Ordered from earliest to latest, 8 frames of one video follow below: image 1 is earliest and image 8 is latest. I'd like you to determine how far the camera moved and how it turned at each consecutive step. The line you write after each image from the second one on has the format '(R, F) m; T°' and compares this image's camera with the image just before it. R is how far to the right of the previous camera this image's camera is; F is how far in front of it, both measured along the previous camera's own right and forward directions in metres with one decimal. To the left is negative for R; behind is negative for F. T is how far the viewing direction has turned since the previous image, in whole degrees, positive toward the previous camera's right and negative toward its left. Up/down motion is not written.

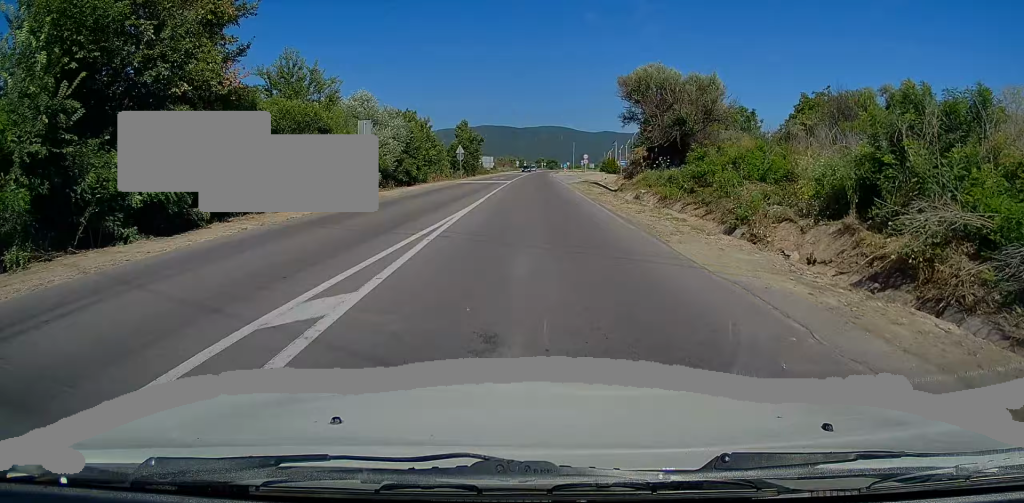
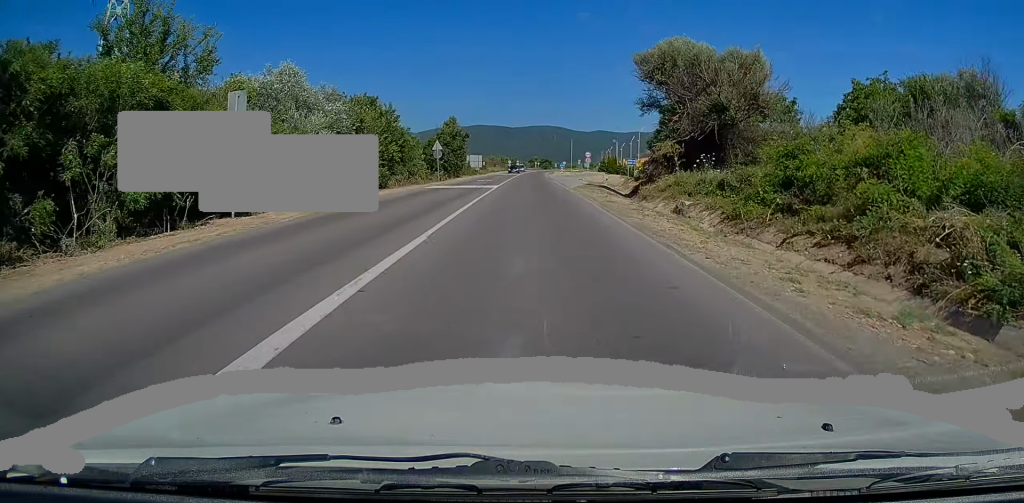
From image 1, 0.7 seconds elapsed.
(+0.1, +11.8) m; 0°
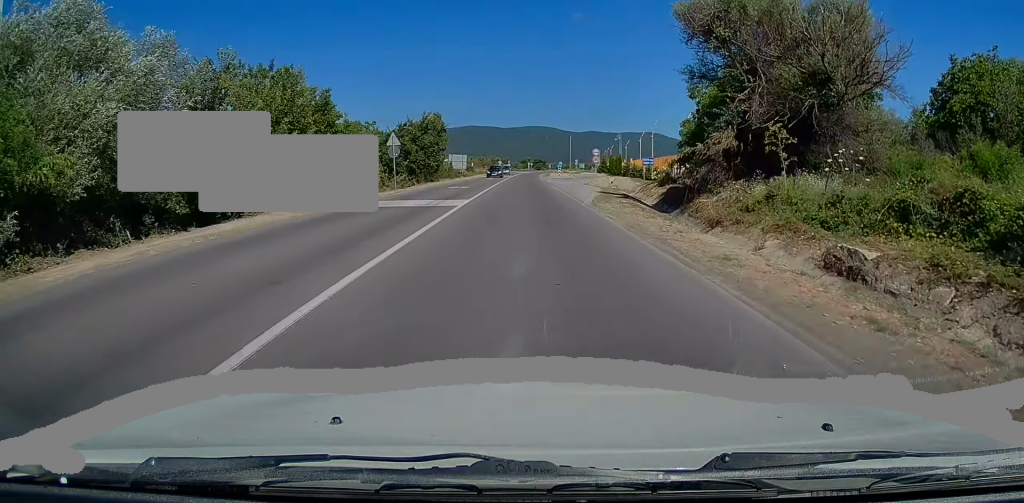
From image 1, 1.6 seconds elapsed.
(0.0, +14.6) m; 0°
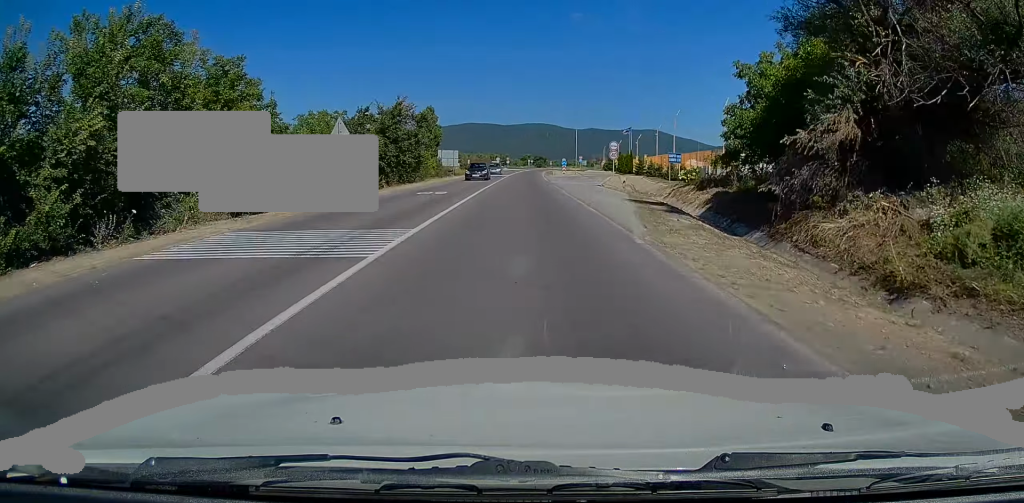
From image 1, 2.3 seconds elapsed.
(-0.1, +10.9) m; 0°
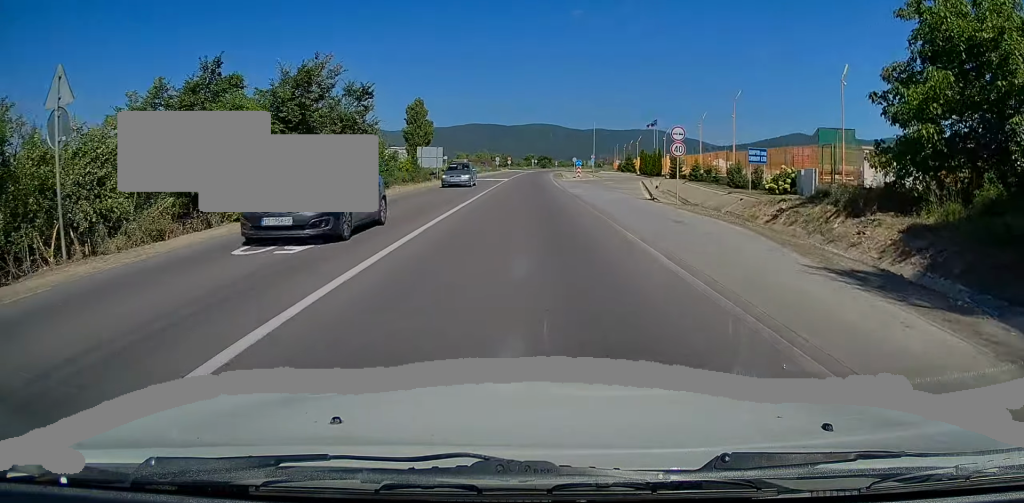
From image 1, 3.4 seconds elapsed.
(+0.2, +17.5) m; +1°
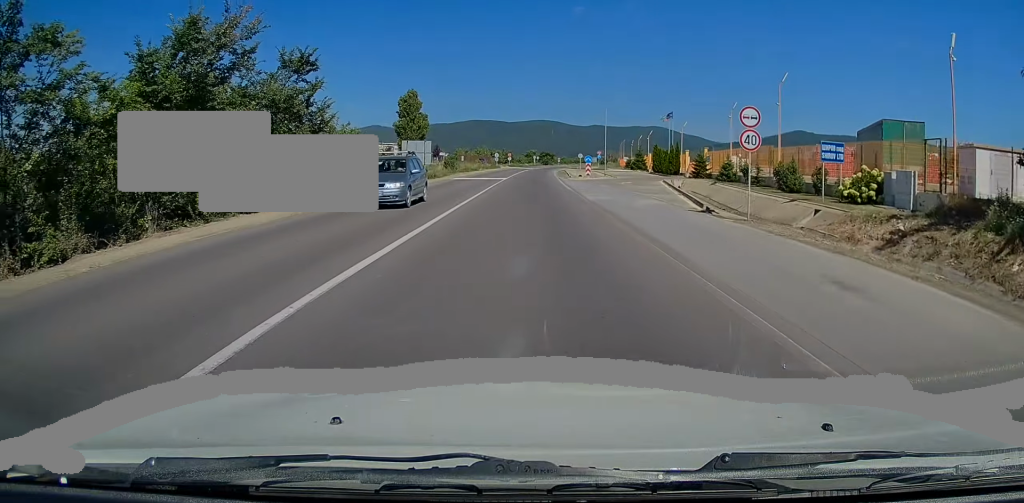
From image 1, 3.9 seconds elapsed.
(0.0, +8.3) m; 0°
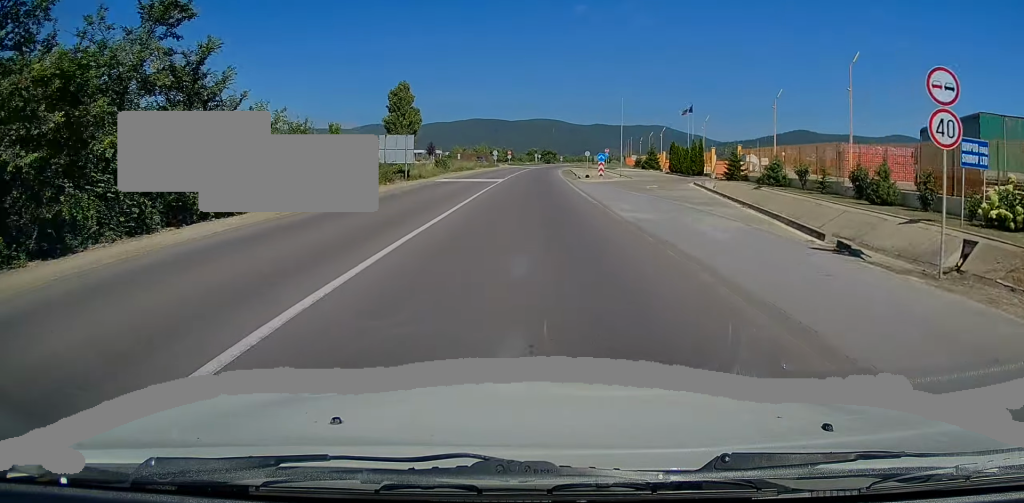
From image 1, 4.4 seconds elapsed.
(0.0, +8.8) m; 0°
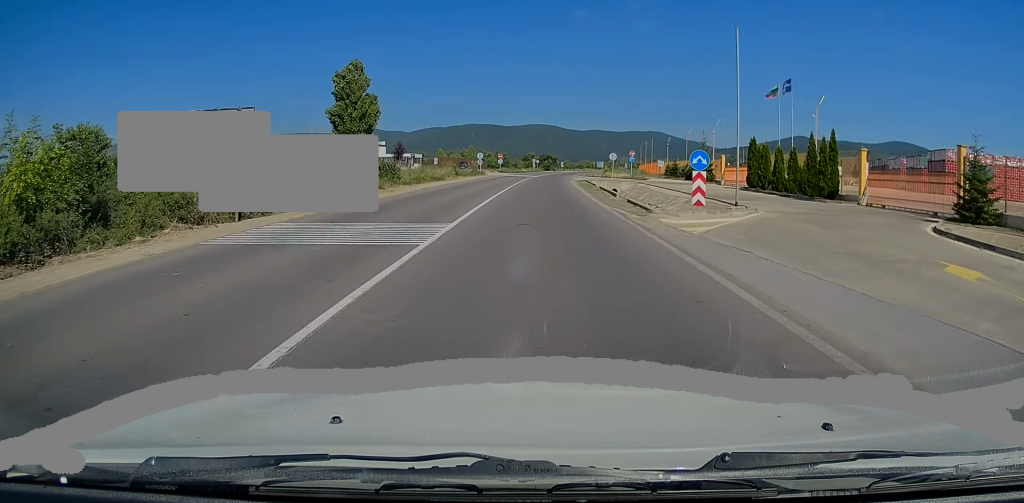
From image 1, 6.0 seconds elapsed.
(0.0, +27.1) m; 0°
